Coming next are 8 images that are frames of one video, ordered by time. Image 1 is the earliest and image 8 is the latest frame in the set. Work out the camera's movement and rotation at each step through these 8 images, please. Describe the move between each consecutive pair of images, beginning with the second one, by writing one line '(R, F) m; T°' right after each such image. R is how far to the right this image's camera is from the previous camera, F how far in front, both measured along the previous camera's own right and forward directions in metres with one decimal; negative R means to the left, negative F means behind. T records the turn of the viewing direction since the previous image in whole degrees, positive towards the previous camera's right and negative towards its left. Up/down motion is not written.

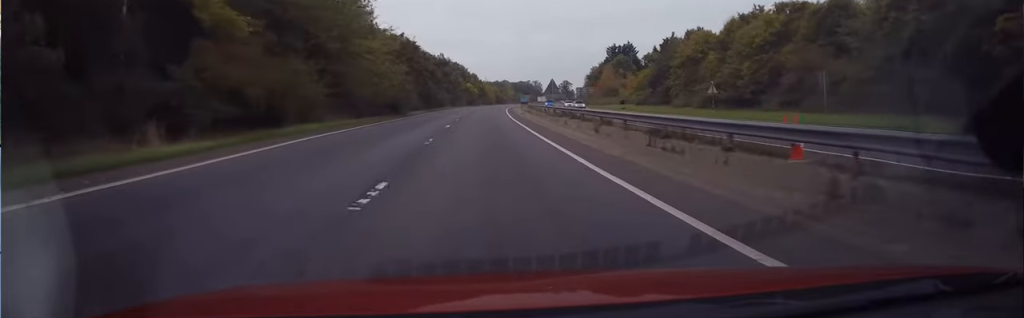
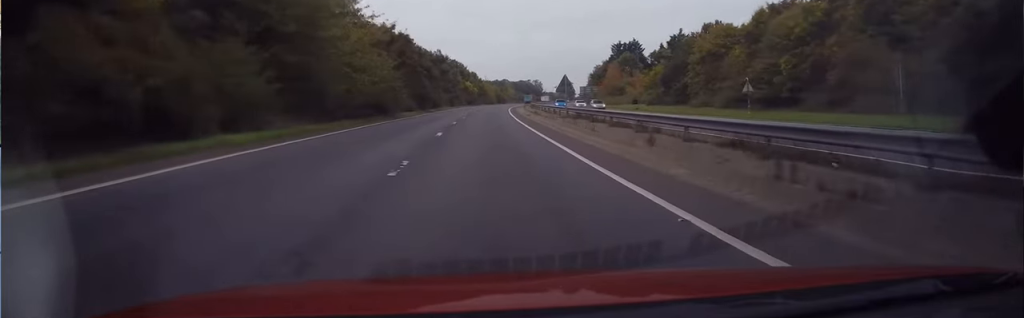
(0.0, +6.5) m; 0°
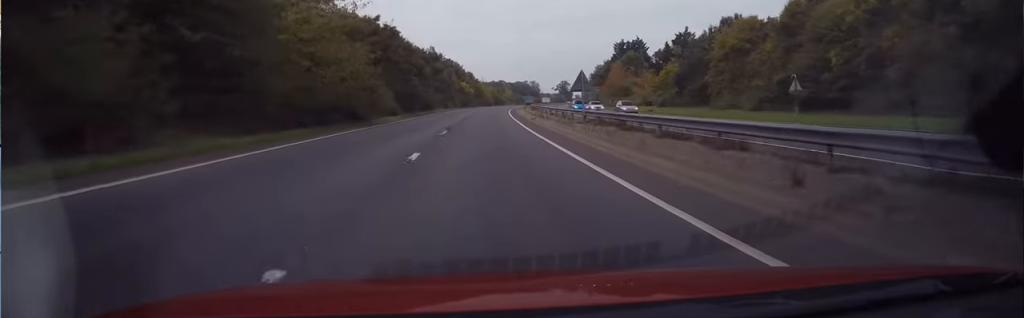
(0.0, +7.1) m; 0°
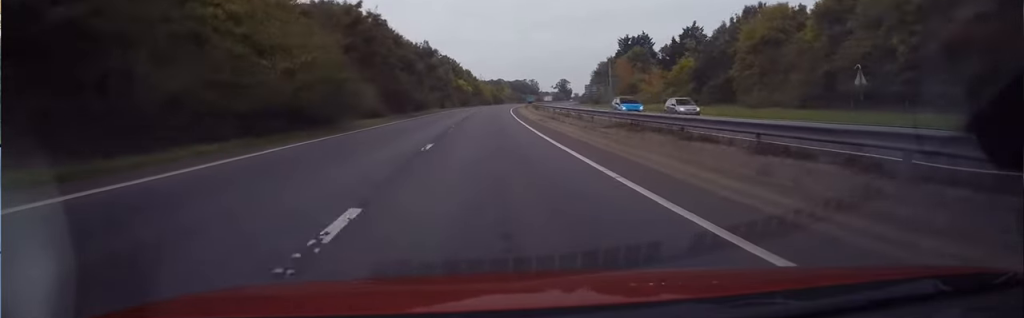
(0.0, +6.7) m; 0°
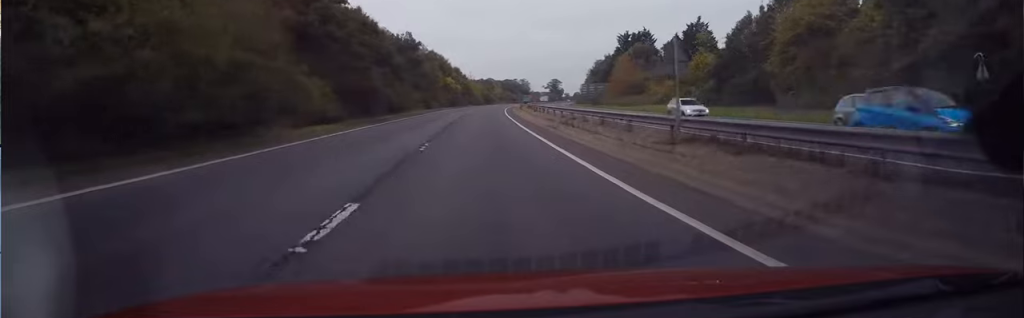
(0.0, +9.1) m; 0°
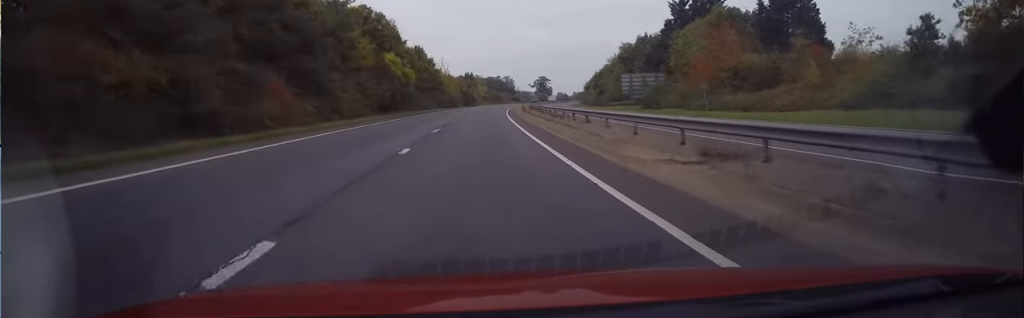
(+1.3, +50.1) m; +3°
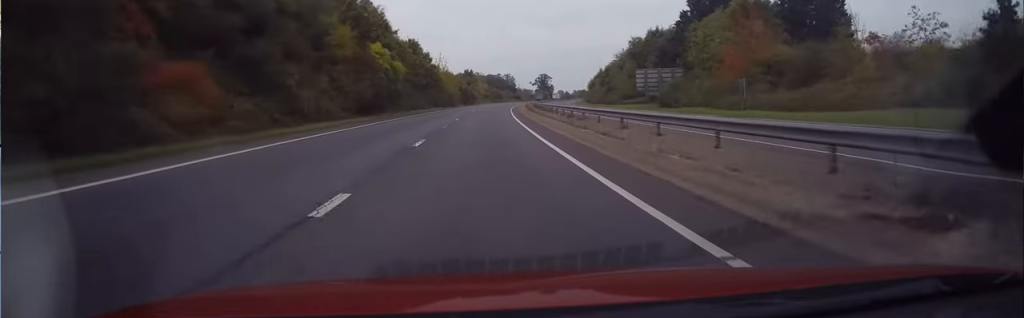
(+0.1, +6.9) m; +1°
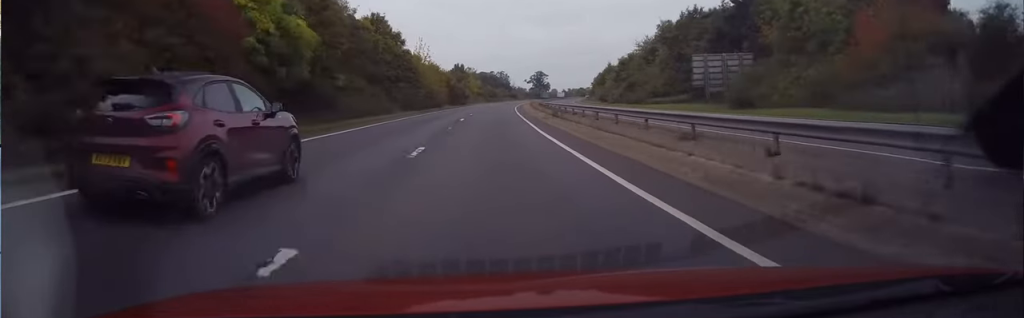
(+0.2, +21.9) m; +1°
